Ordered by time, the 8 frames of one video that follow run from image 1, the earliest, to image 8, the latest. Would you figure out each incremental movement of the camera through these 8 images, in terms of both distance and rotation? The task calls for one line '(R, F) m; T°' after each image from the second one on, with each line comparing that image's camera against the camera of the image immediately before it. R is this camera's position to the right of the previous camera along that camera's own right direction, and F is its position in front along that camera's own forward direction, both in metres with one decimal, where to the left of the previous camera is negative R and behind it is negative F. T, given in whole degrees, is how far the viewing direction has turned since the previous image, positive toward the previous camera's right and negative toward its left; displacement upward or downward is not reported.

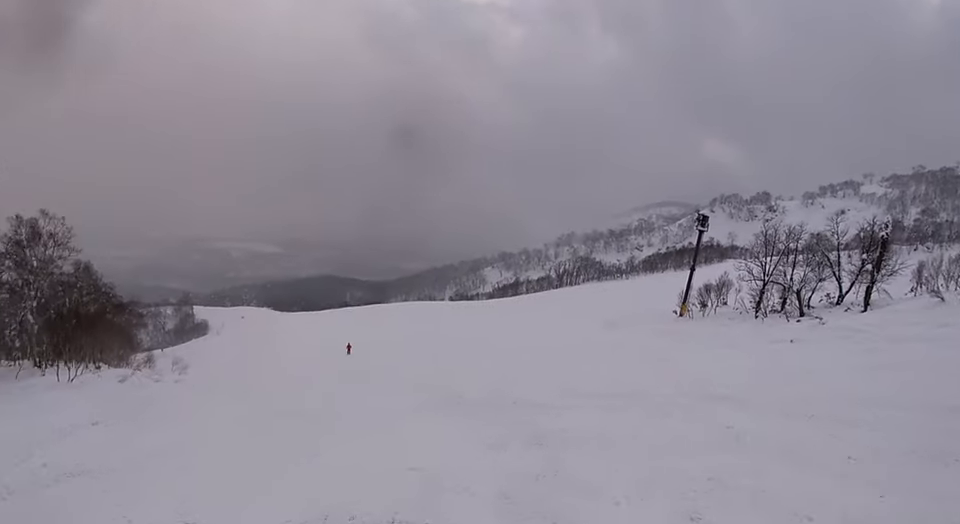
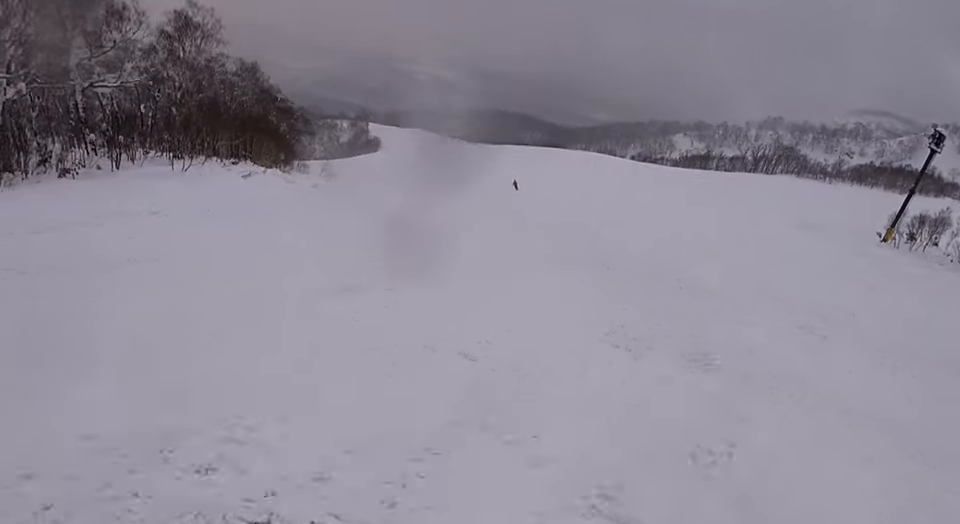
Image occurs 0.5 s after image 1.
(-0.1, +3.3) m; -4°
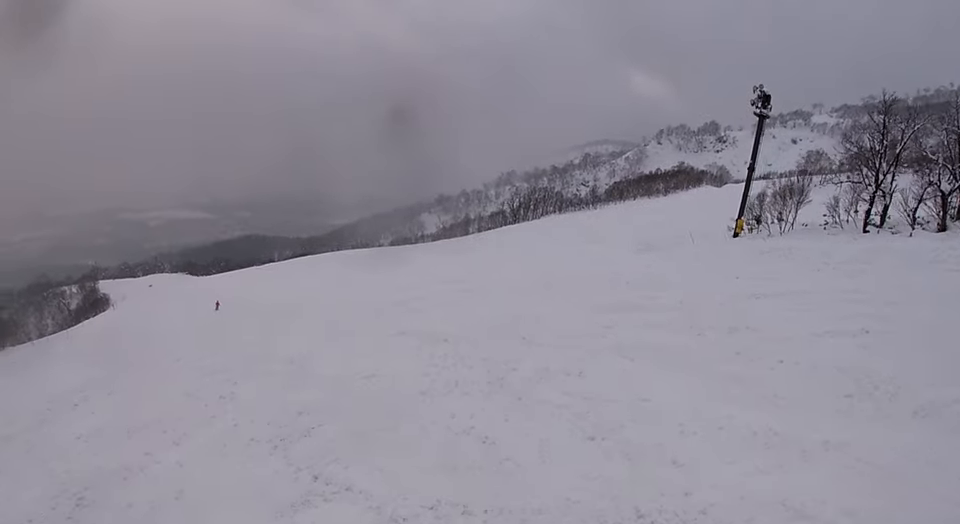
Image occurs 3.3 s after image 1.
(+1.7, +21.0) m; +6°
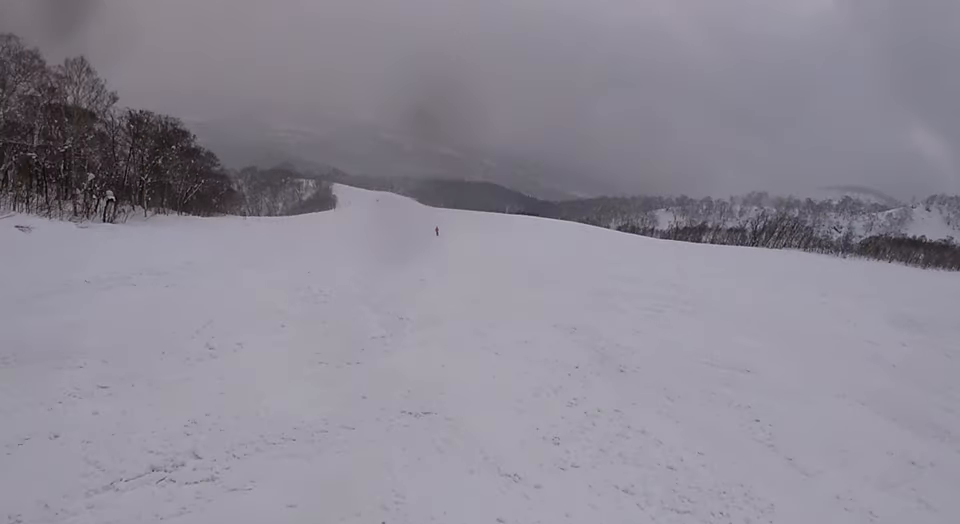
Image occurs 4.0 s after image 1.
(-0.3, +5.6) m; -11°
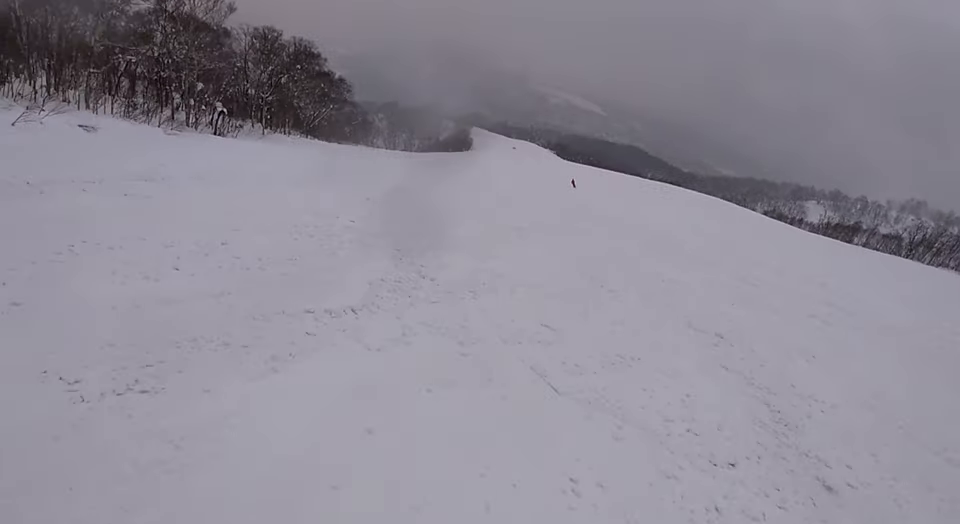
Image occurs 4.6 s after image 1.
(-0.6, +4.3) m; -7°
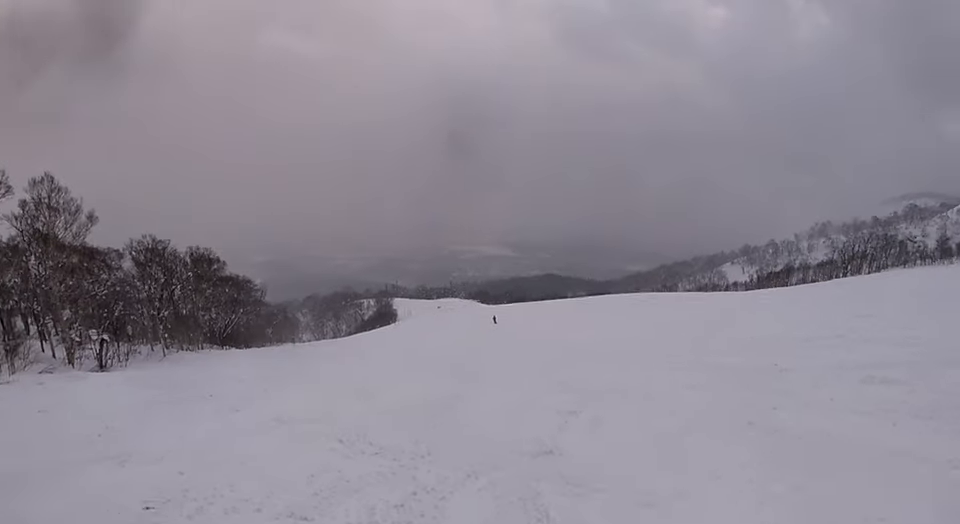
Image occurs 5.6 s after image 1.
(-0.9, +8.8) m; 0°
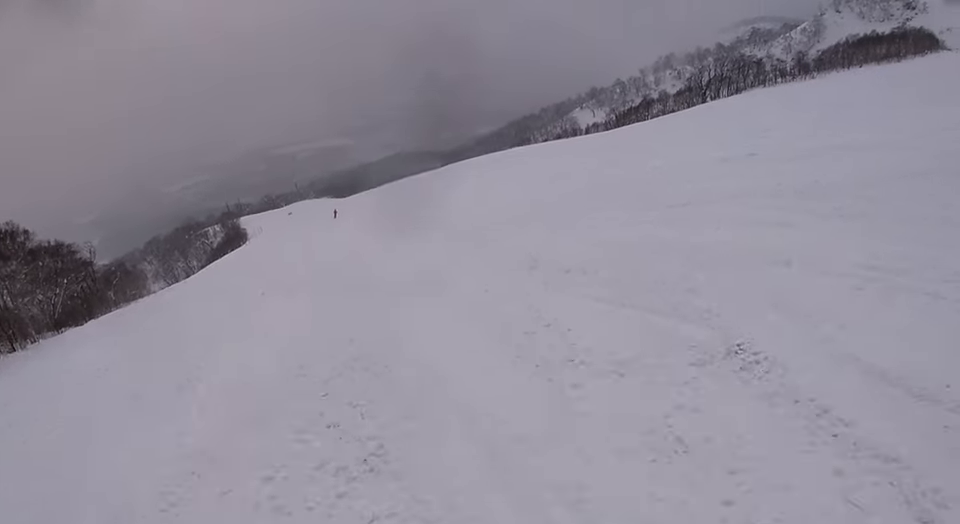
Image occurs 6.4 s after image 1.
(+0.5, +6.1) m; +8°
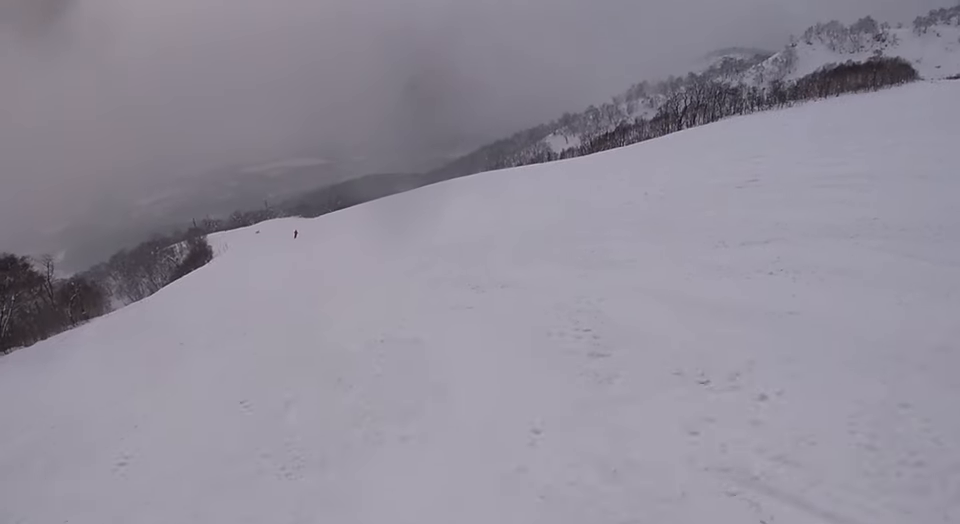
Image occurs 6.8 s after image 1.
(+0.3, +3.5) m; +6°
